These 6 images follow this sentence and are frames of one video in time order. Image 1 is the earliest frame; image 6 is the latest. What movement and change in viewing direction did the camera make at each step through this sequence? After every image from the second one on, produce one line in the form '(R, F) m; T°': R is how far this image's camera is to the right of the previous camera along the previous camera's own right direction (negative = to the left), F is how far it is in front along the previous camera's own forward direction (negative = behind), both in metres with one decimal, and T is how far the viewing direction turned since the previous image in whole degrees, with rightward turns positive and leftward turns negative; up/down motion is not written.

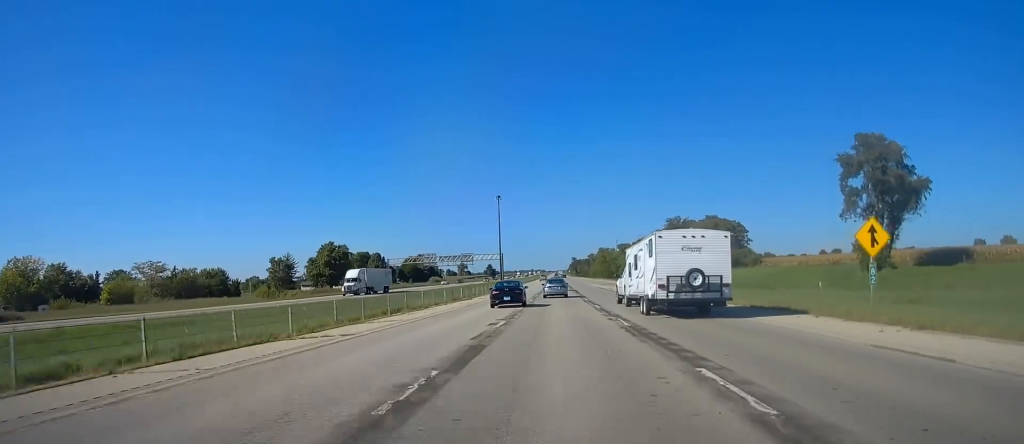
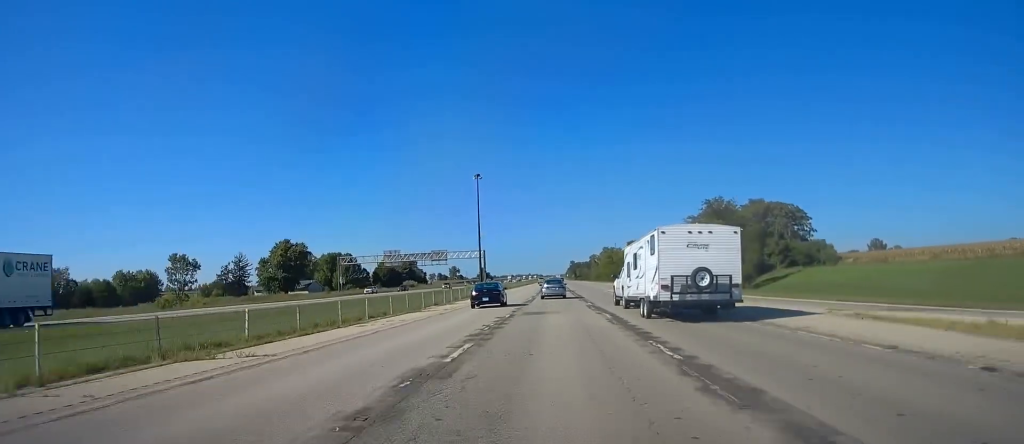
(-0.8, +44.5) m; 0°
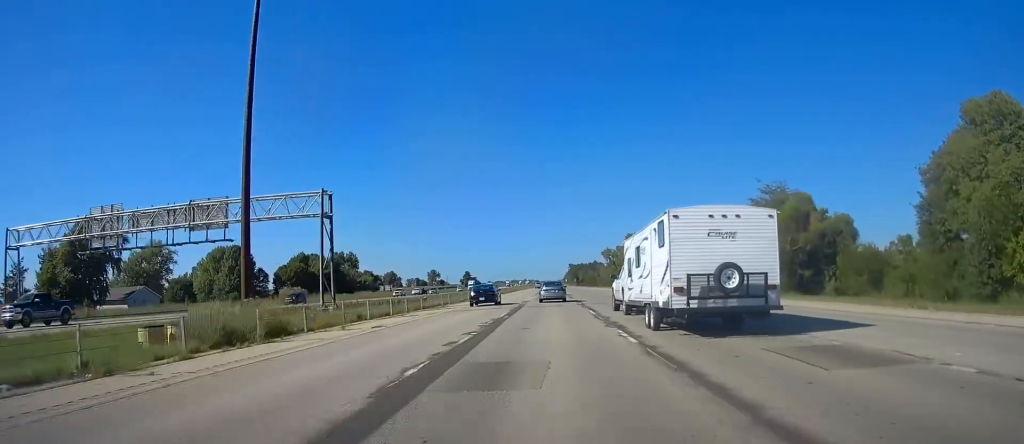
(+0.7, +106.4) m; 0°
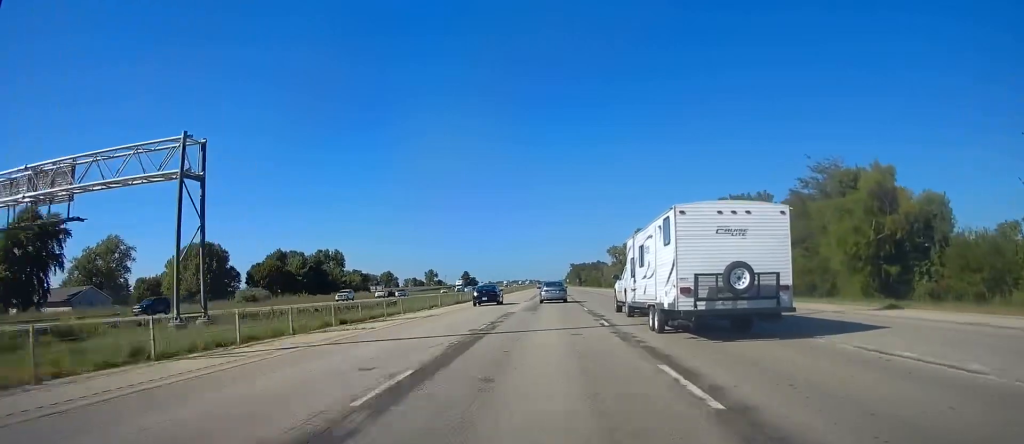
(+0.3, +19.5) m; +1°
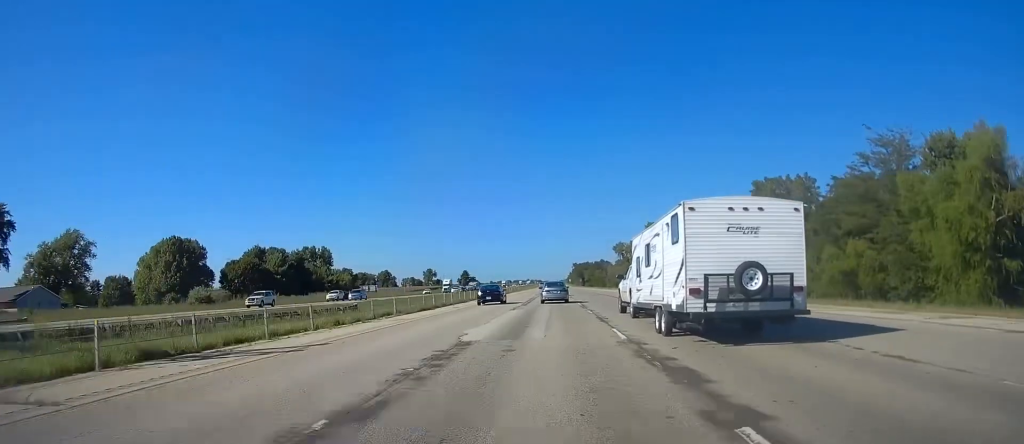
(+0.1, +16.0) m; 0°
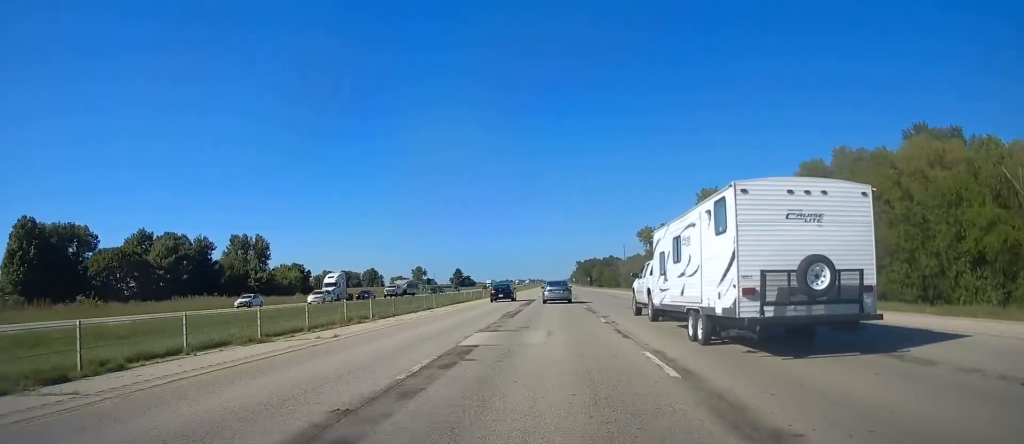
(0.0, +55.1) m; -1°
